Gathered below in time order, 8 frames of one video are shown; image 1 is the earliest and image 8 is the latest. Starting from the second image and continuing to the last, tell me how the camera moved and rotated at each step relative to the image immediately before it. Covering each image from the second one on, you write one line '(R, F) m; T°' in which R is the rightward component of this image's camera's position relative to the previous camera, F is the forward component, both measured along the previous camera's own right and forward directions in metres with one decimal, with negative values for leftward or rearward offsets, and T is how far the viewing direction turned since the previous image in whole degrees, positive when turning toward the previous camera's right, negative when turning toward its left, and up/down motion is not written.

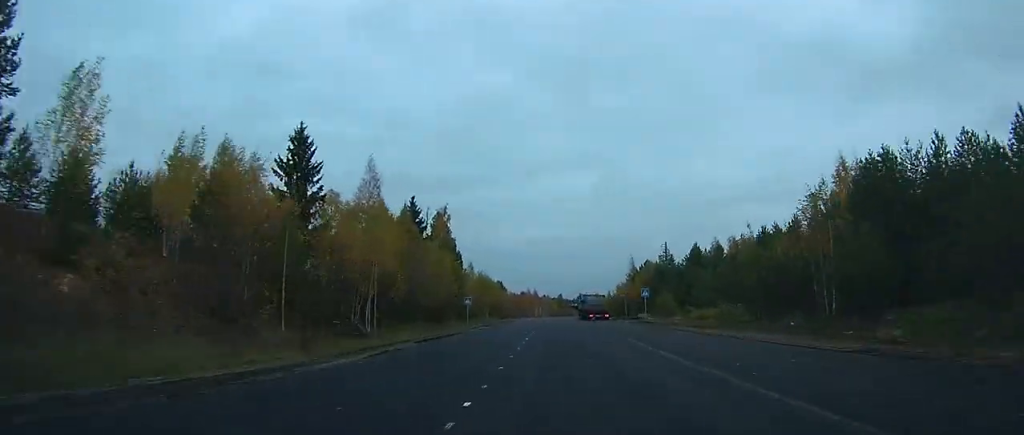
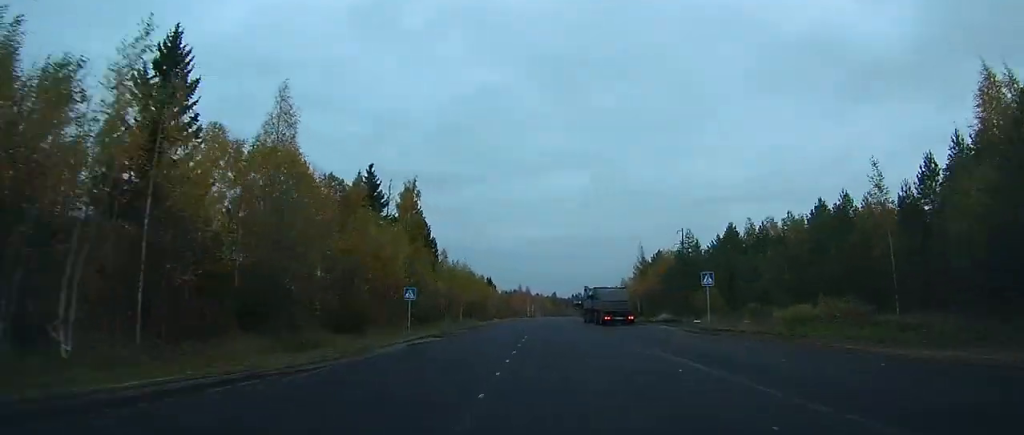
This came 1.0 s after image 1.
(+1.5, +21.6) m; 0°
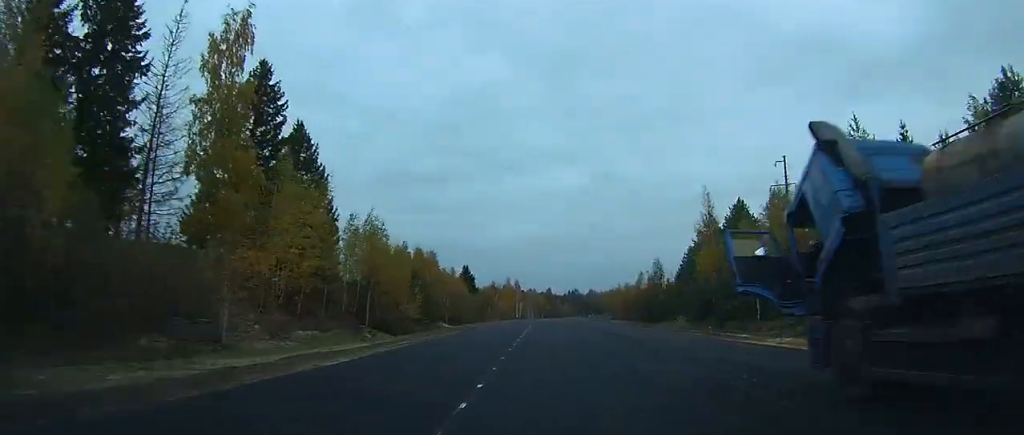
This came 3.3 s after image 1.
(-1.6, +49.3) m; -9°
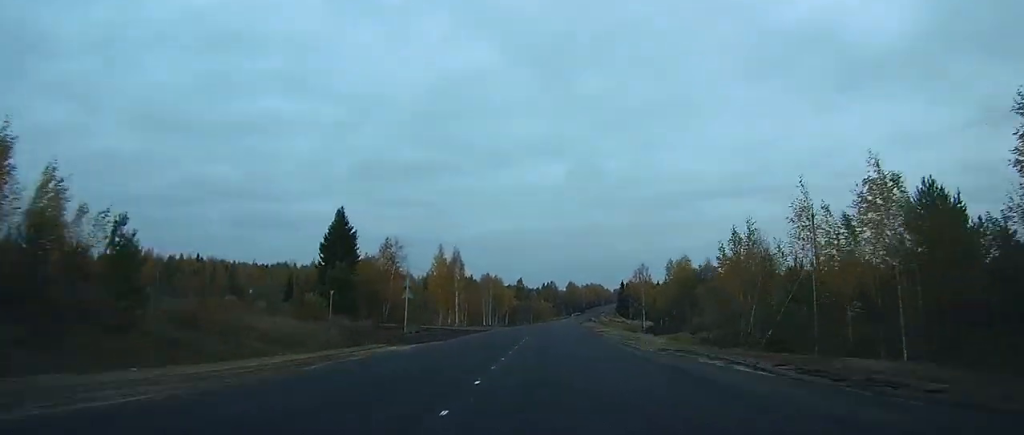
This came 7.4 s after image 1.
(+1.3, +103.5) m; +7°
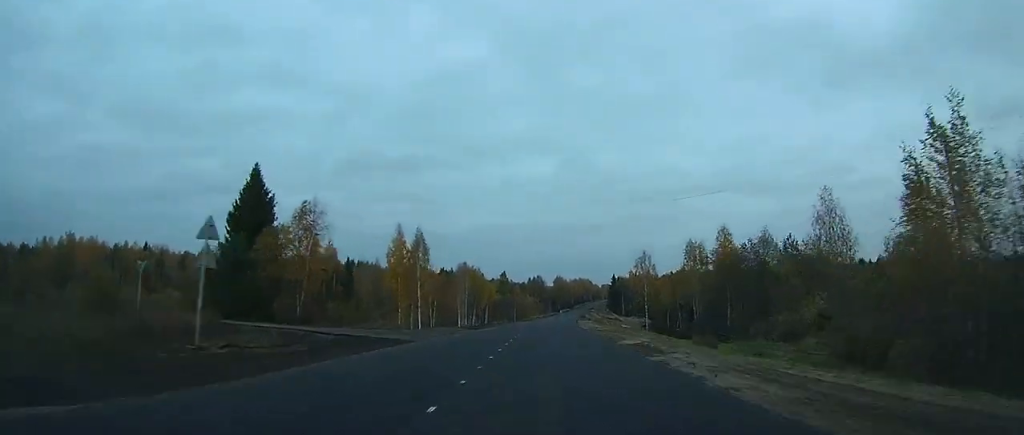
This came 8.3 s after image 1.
(-0.1, +24.9) m; +1°
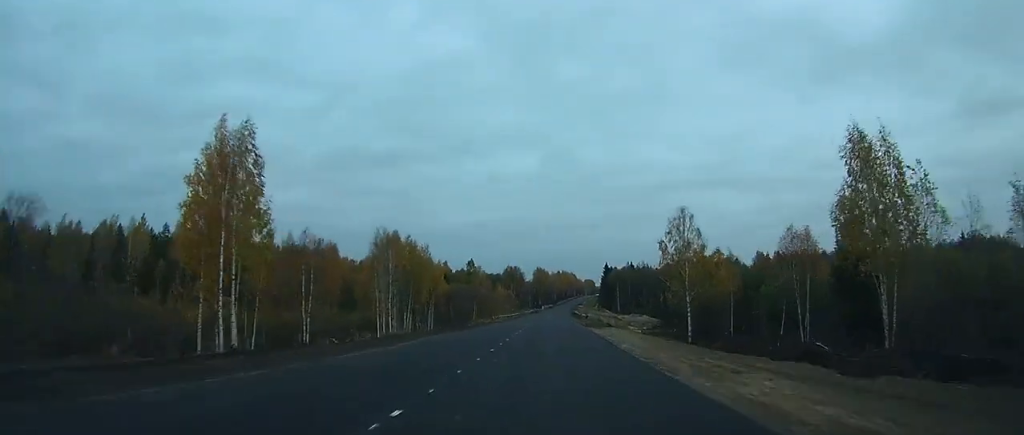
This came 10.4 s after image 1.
(+1.3, +54.3) m; +2°
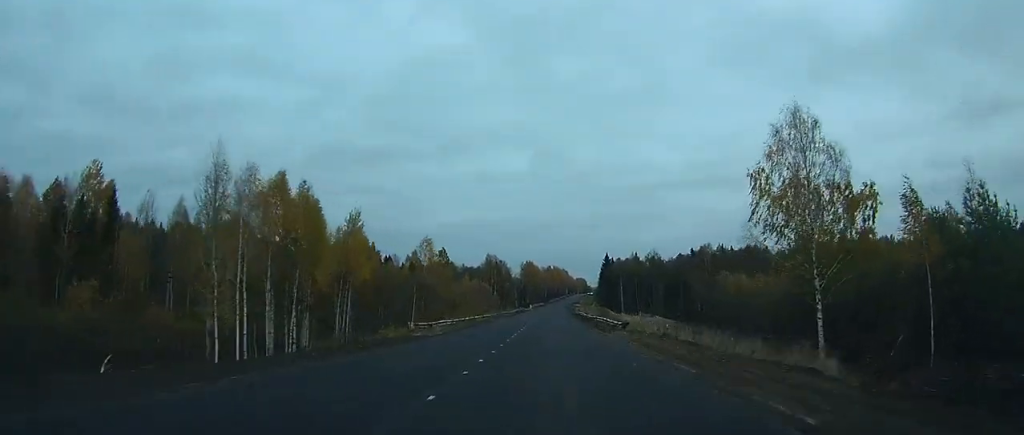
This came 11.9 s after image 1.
(+0.6, +39.9) m; +1°
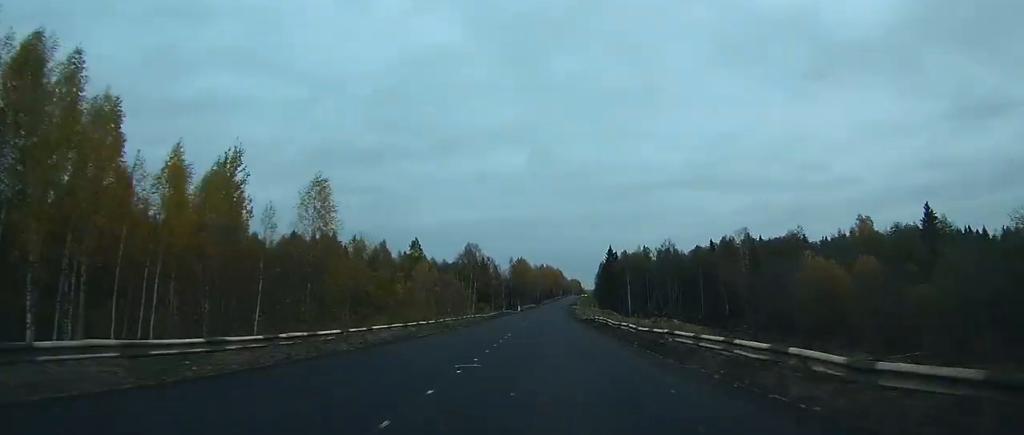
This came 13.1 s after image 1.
(+0.1, +31.6) m; 0°
